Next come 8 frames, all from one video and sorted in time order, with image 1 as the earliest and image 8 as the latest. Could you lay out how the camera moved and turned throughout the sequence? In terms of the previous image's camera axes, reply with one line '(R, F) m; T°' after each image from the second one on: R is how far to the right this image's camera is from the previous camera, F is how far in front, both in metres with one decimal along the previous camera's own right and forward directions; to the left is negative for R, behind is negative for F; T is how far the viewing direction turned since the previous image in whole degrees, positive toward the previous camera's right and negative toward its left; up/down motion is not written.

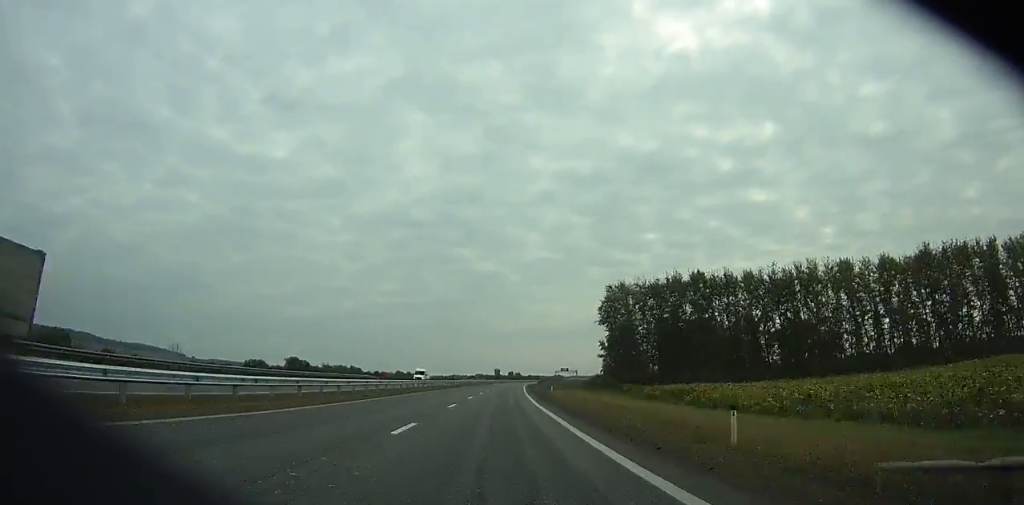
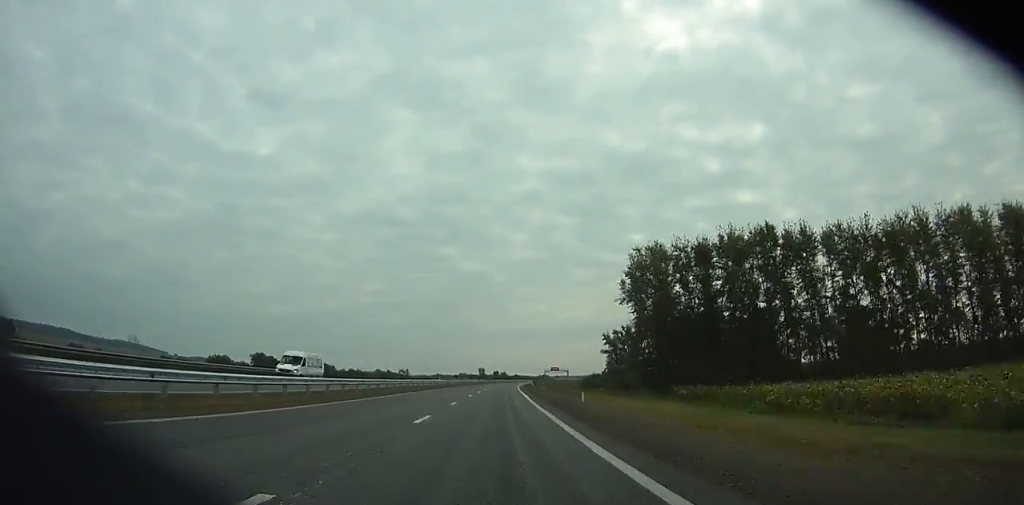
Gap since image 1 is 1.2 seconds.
(+0.4, +33.4) m; +1°
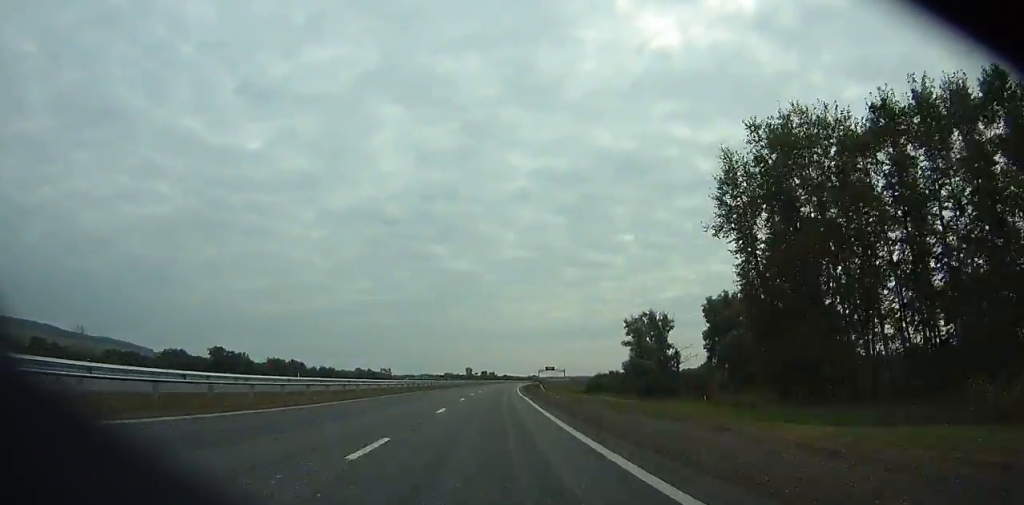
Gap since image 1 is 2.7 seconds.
(+0.3, +41.5) m; +1°
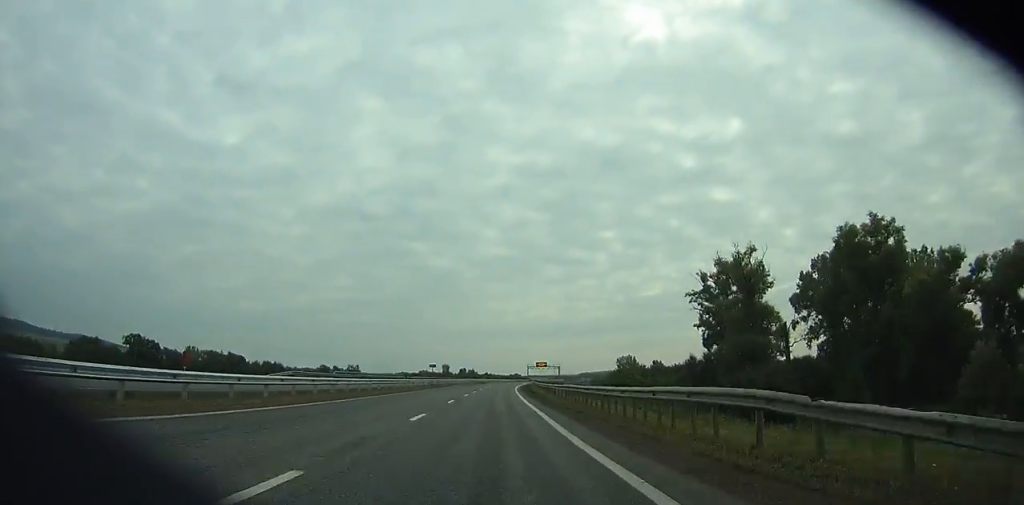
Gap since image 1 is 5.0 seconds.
(+0.9, +63.2) m; +2°
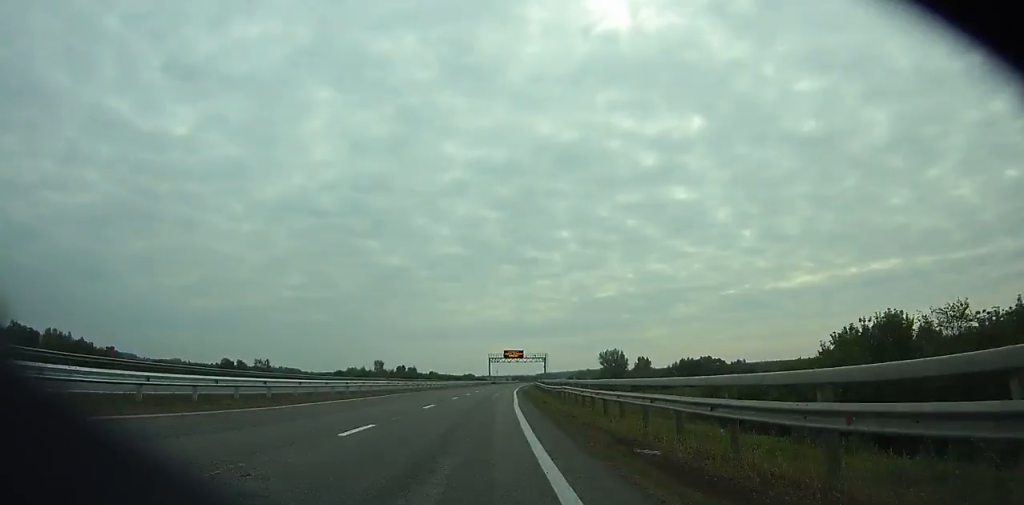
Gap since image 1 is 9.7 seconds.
(+4.7, +126.0) m; +4°
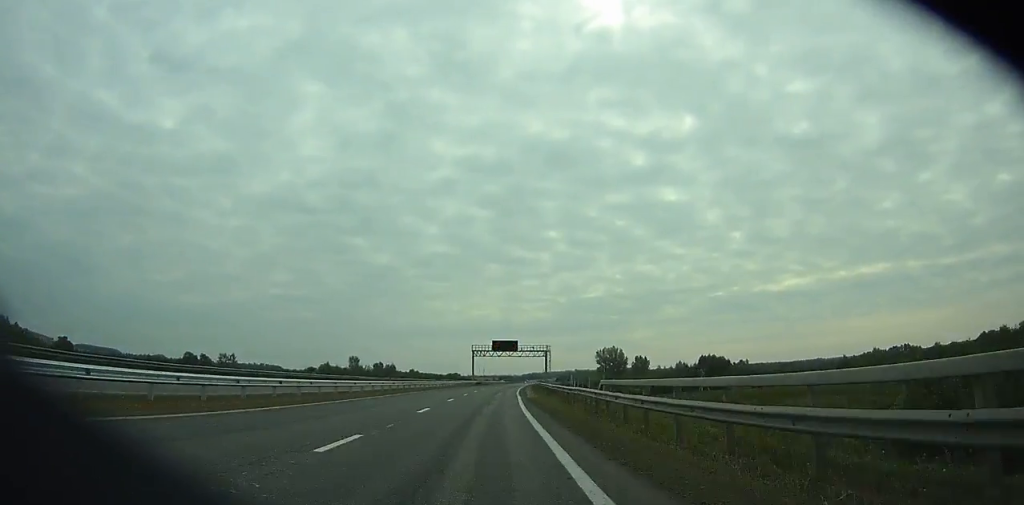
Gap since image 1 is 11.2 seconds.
(+0.1, +39.6) m; +1°
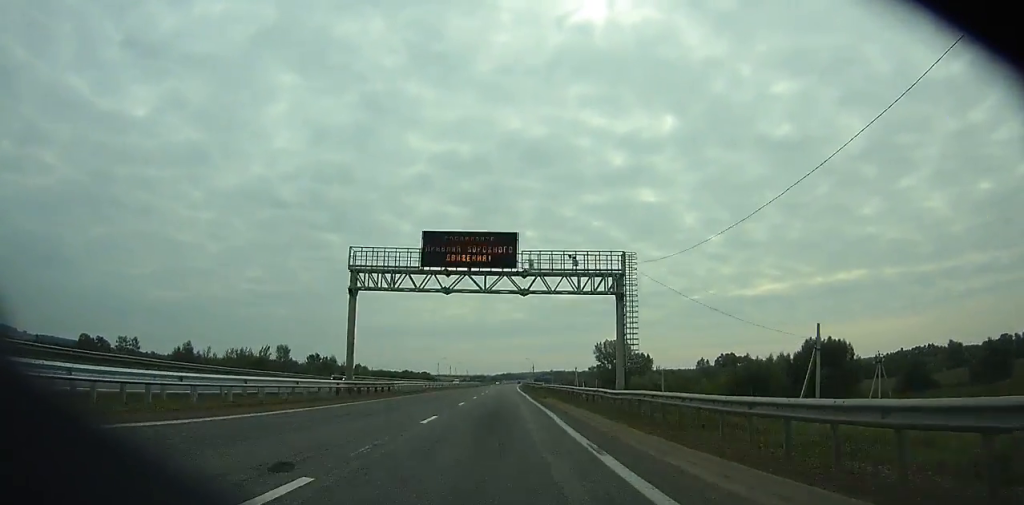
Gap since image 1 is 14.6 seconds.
(+2.4, +89.3) m; +3°
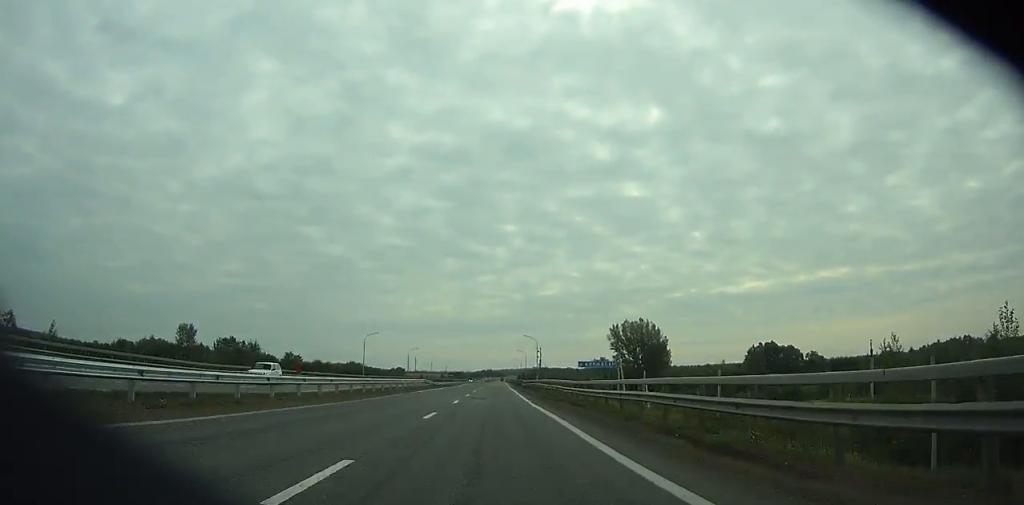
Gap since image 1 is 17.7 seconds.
(+1.8, +81.6) m; +2°
